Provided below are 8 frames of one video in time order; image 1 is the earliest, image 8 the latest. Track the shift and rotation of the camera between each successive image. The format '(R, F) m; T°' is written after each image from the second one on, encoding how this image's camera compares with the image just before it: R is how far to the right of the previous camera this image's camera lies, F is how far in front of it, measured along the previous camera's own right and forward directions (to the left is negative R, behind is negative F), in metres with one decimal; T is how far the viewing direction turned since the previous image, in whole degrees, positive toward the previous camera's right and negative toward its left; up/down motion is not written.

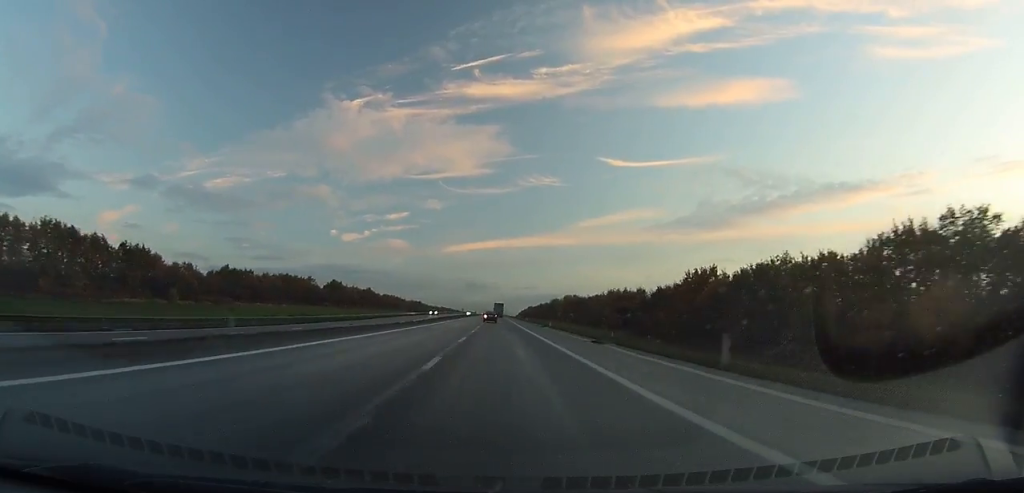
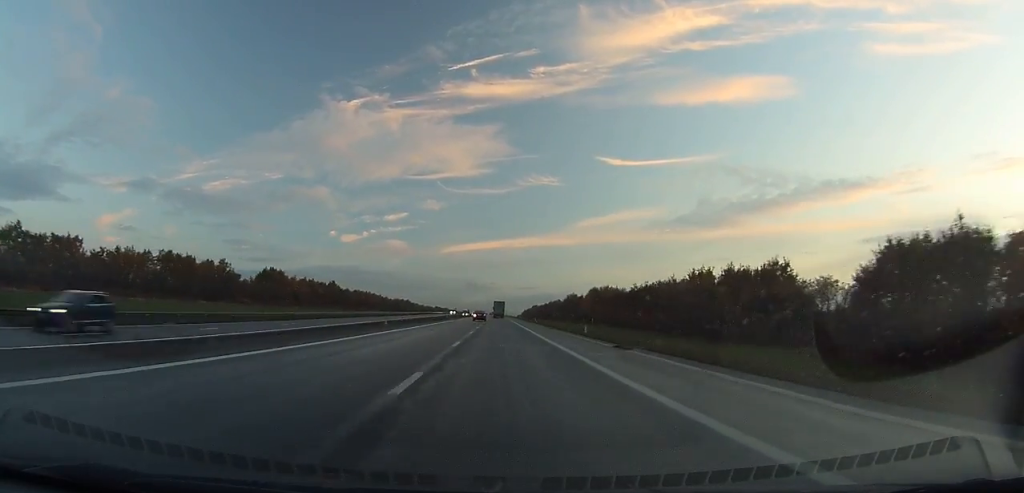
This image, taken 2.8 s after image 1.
(+0.1, +75.9) m; 0°
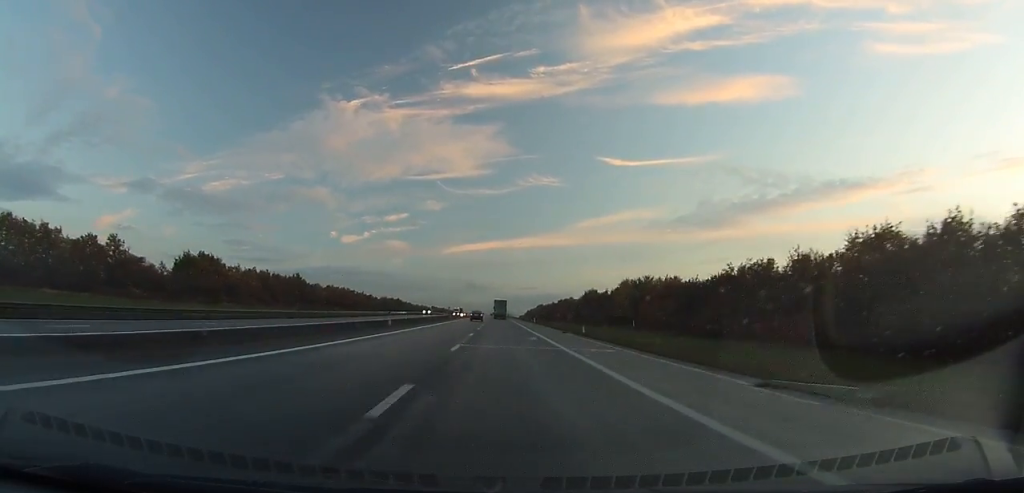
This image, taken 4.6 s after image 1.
(+0.1, +49.4) m; 0°
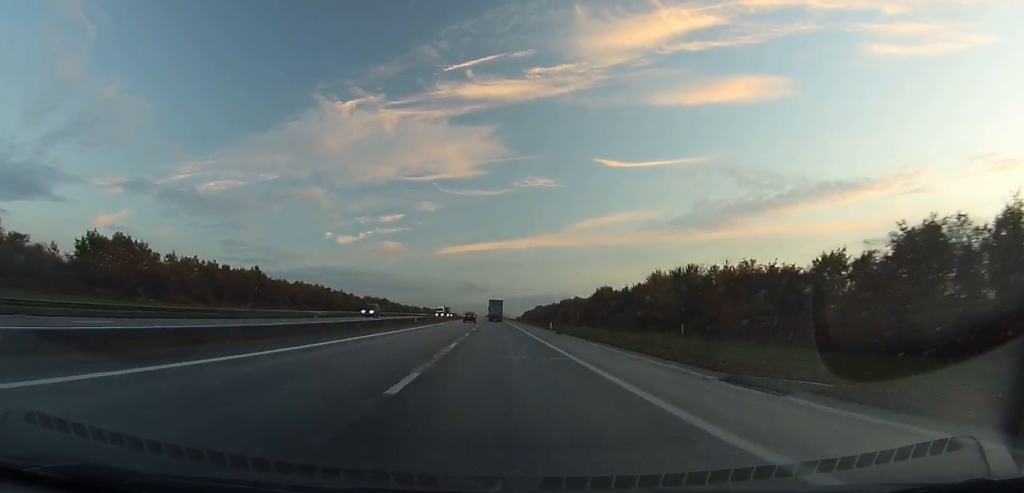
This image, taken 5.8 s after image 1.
(0.0, +33.0) m; 0°
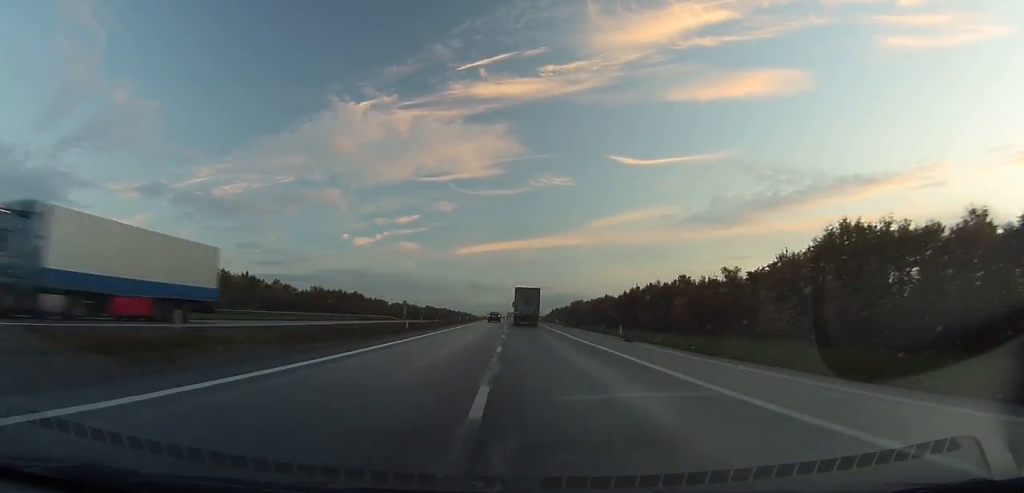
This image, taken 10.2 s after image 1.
(+0.1, +121.8) m; 0°
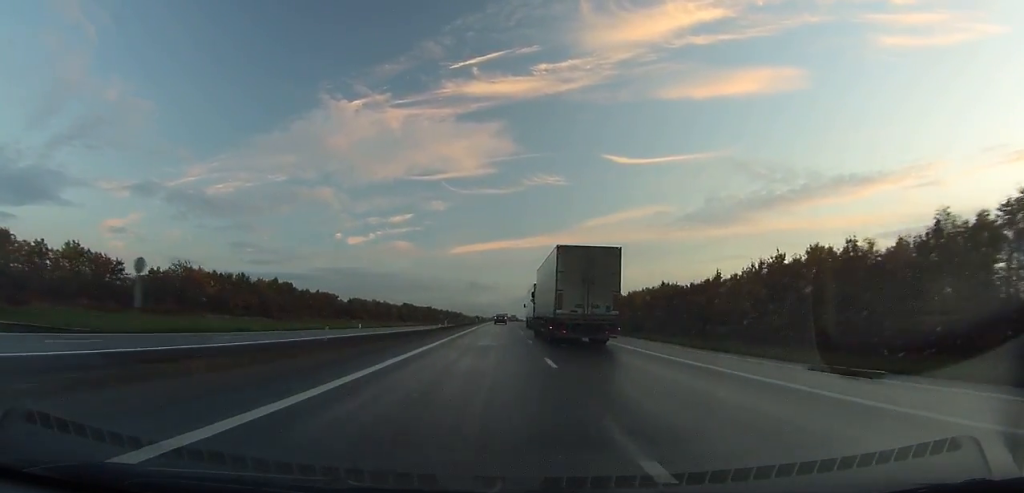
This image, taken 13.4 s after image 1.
(-0.4, +88.9) m; -1°
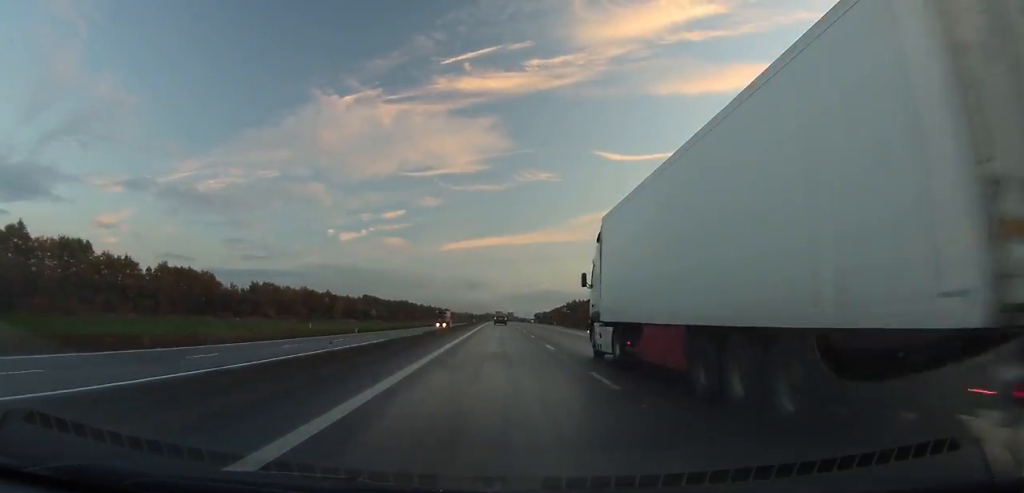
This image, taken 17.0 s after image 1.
(-0.3, +100.3) m; 0°
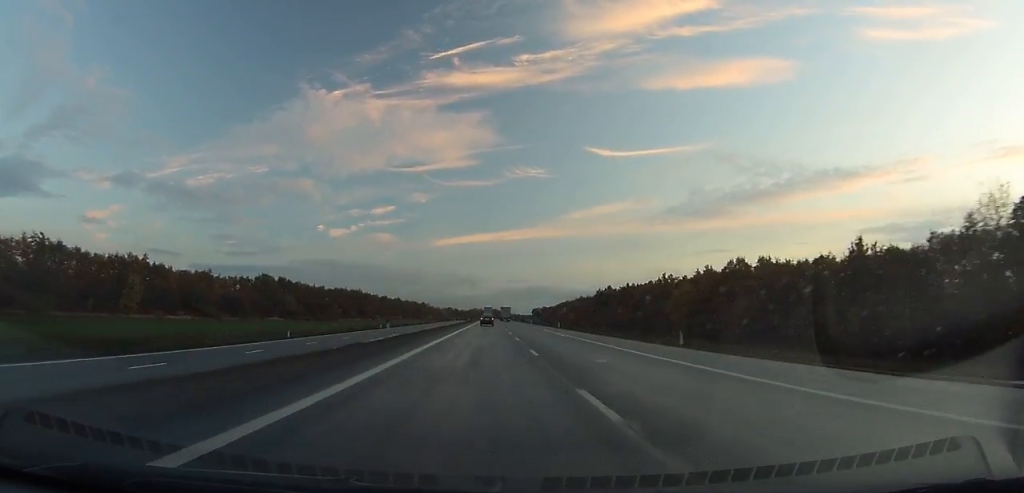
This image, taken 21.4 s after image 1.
(+0.8, +122.6) m; +1°
